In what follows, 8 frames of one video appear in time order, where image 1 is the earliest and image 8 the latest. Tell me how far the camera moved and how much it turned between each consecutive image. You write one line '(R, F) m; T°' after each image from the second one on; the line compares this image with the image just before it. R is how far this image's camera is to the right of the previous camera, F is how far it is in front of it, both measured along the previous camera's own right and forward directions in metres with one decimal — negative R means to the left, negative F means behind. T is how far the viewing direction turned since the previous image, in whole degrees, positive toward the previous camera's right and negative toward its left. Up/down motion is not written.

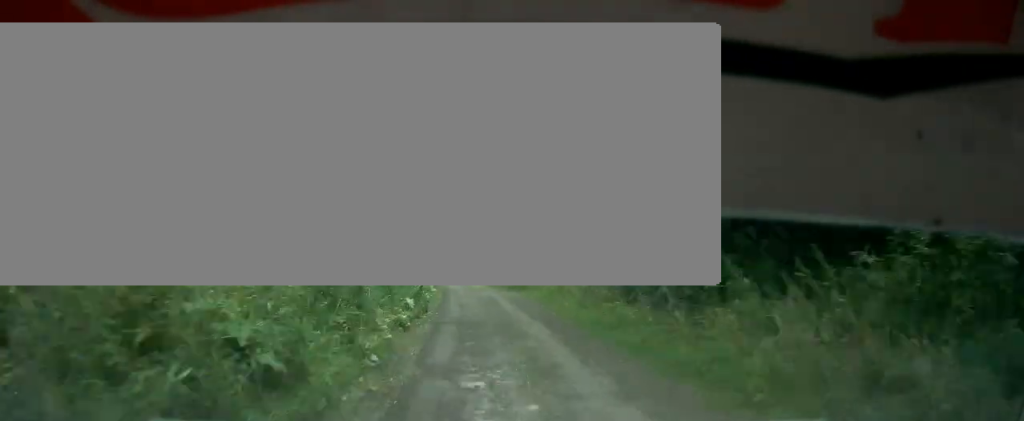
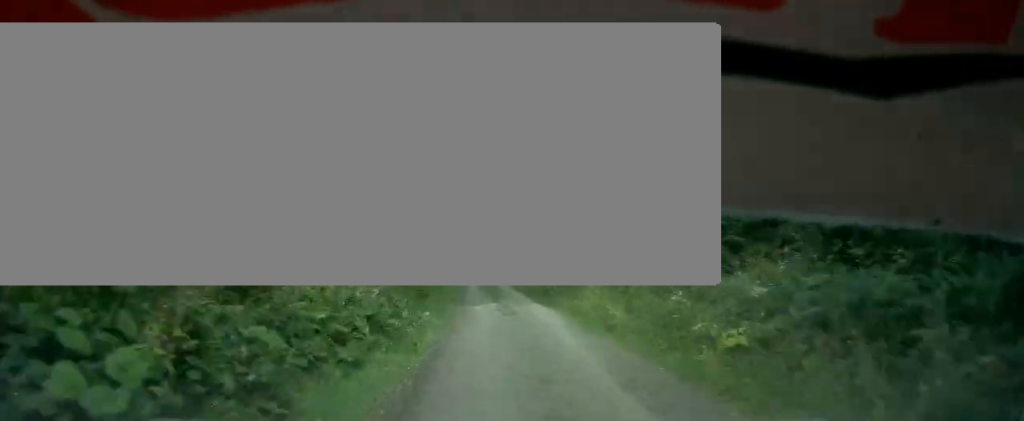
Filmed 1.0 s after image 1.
(-0.9, +26.3) m; -6°
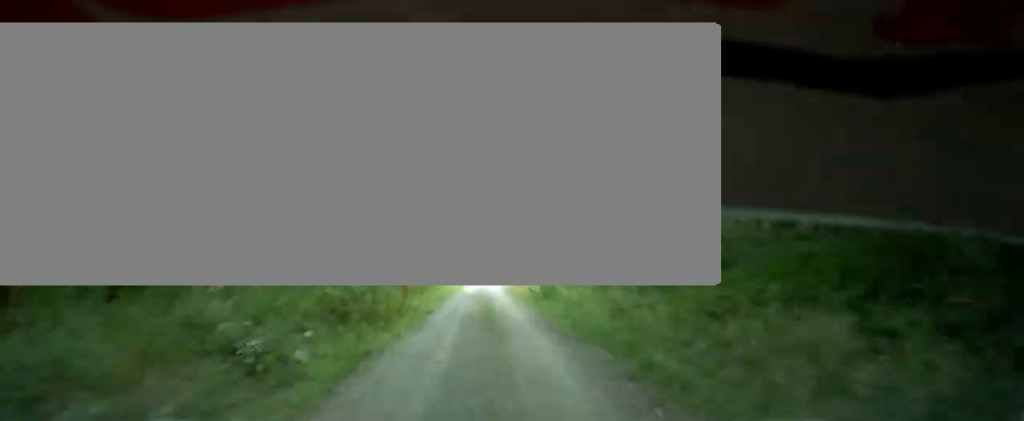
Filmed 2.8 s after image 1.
(-4.2, +53.8) m; -6°
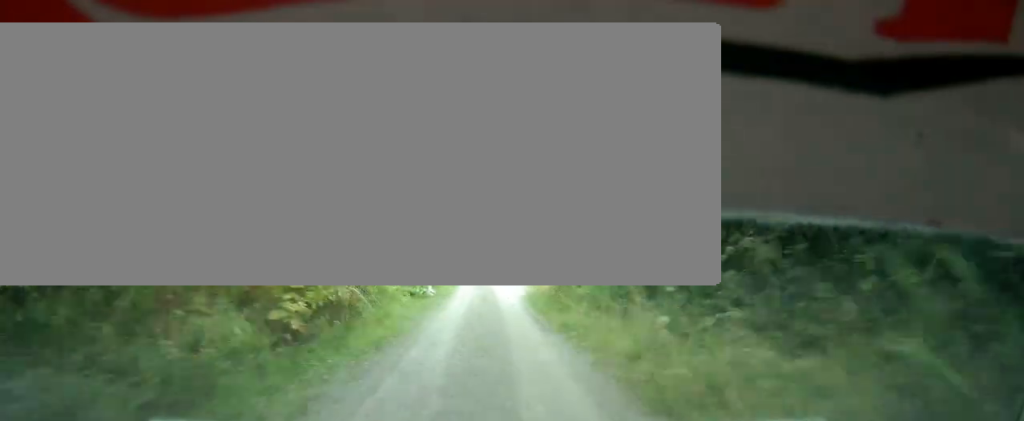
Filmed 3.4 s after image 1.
(-0.2, +20.4) m; -2°
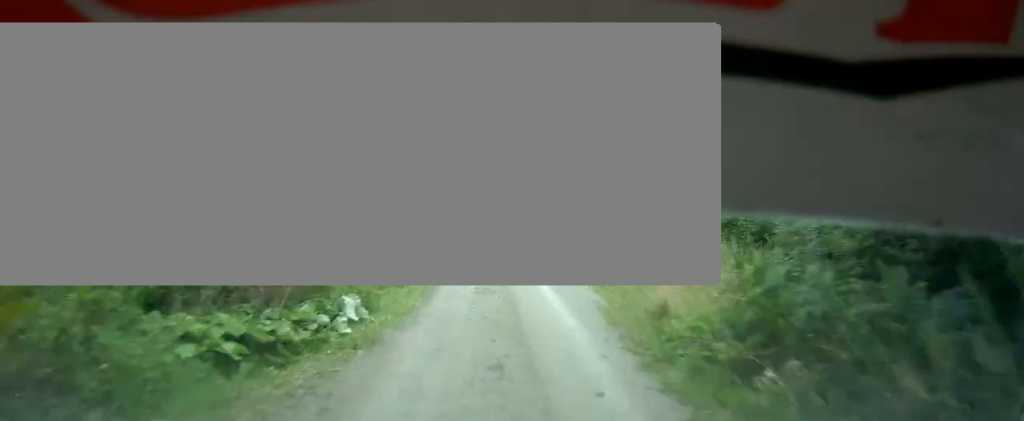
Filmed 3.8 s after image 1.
(+0.1, +12.1) m; -1°
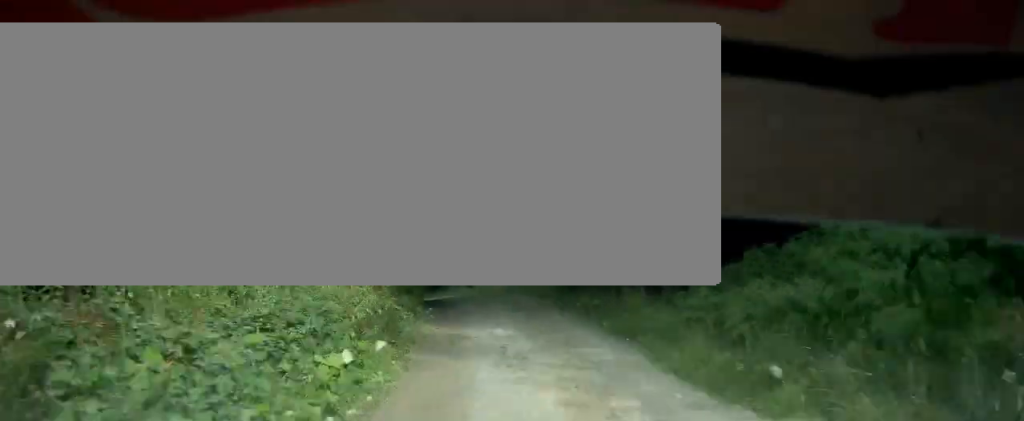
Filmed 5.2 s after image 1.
(-1.8, +39.8) m; -5°
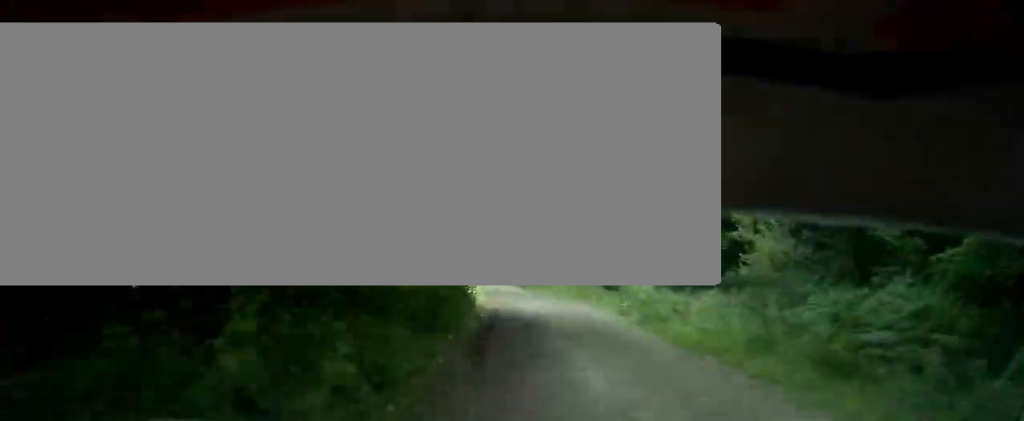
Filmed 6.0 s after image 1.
(-0.2, +24.3) m; -4°
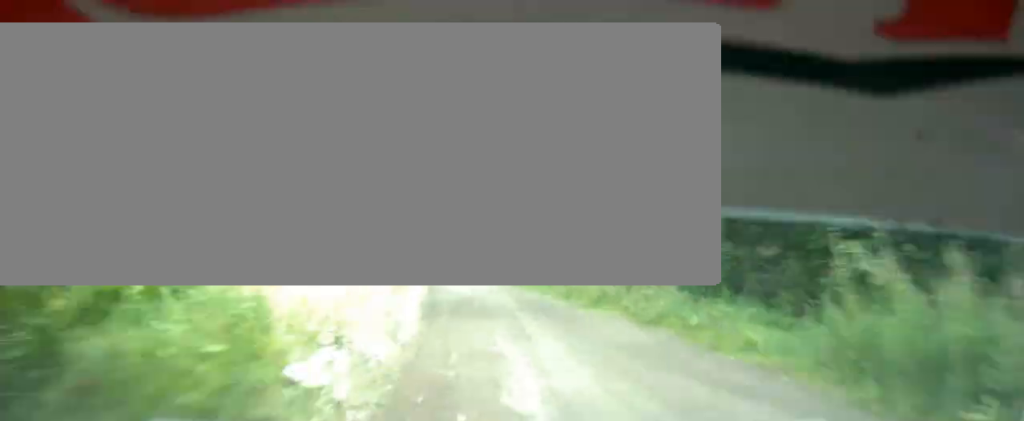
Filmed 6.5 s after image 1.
(-0.9, +15.0) m; -3°
